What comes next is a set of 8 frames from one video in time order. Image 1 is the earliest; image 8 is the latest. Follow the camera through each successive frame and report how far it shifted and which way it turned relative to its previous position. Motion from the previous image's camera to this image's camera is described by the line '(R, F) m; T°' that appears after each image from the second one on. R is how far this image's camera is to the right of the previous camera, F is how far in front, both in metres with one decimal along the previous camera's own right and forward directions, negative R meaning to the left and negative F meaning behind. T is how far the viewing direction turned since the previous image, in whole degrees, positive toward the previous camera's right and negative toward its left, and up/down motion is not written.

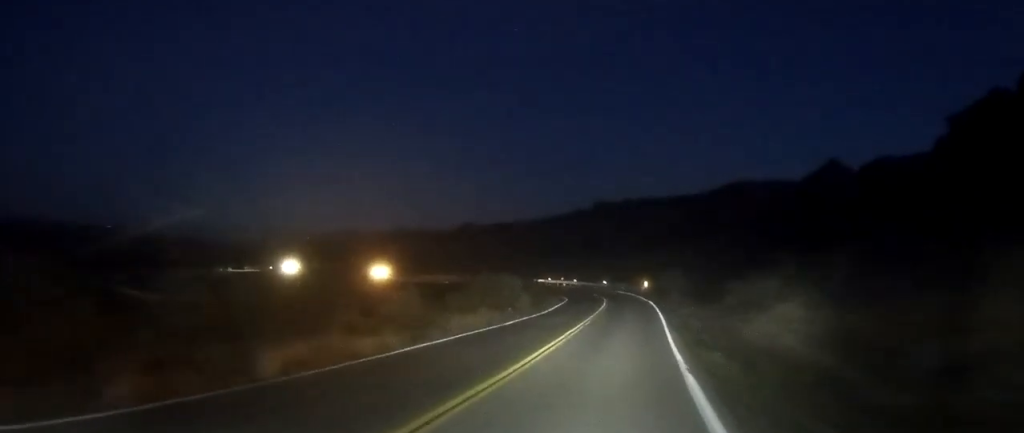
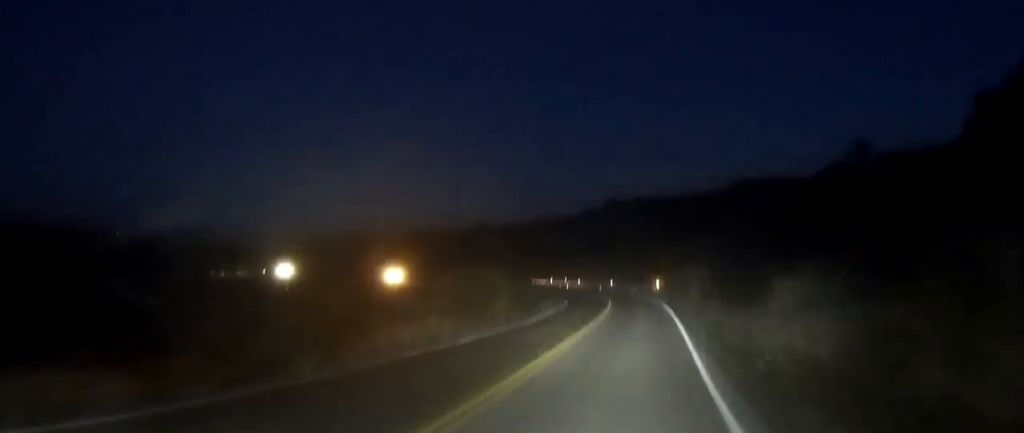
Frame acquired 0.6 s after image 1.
(0.0, +8.8) m; -1°
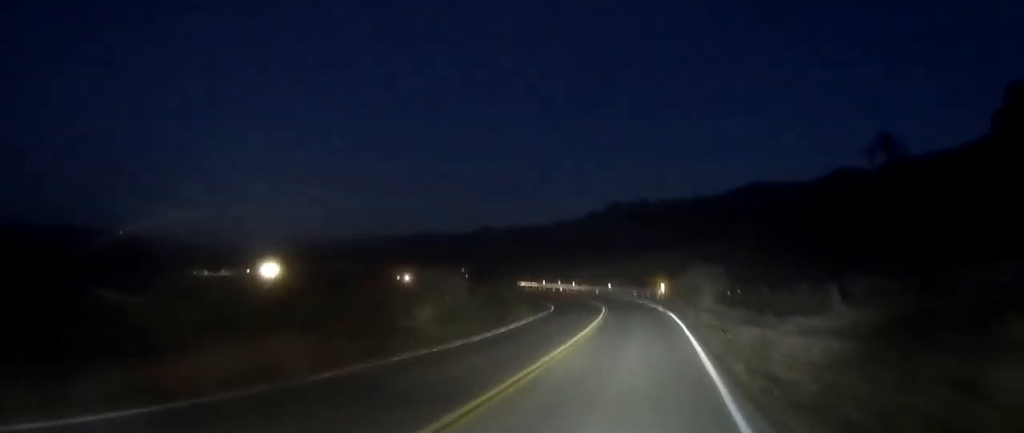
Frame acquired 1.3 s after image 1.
(-0.1, +9.3) m; 0°
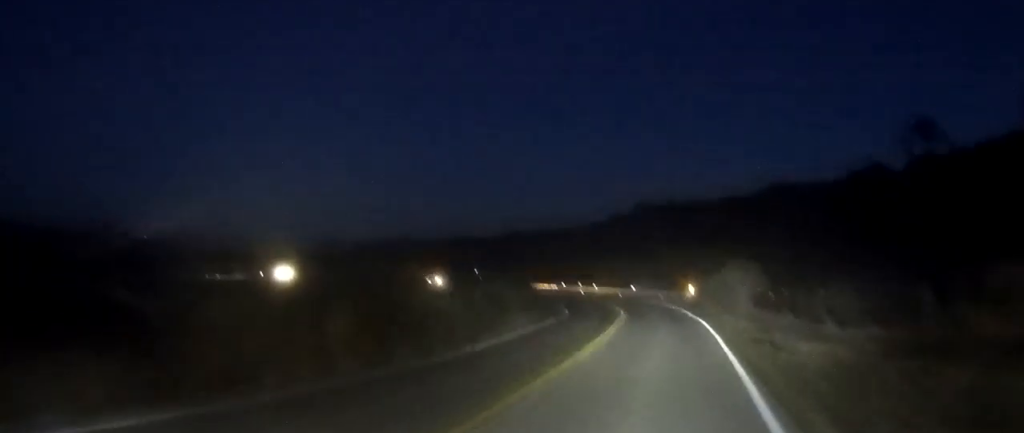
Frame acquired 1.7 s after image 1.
(-0.1, +6.1) m; 0°
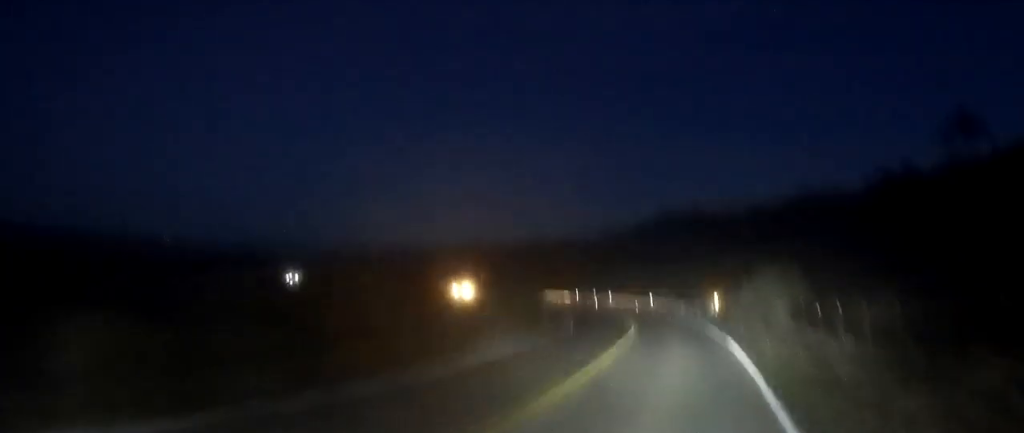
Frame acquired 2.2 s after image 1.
(0.0, +6.2) m; 0°
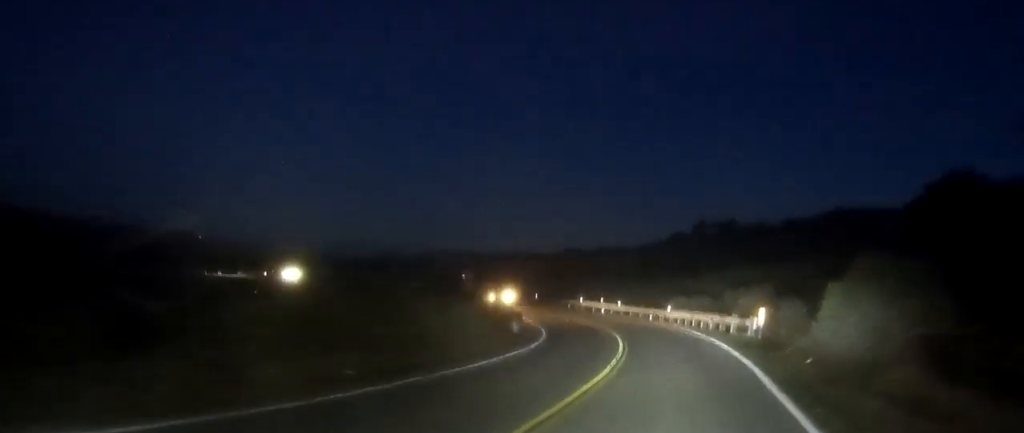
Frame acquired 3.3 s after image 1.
(-0.1, +13.9) m; -2°
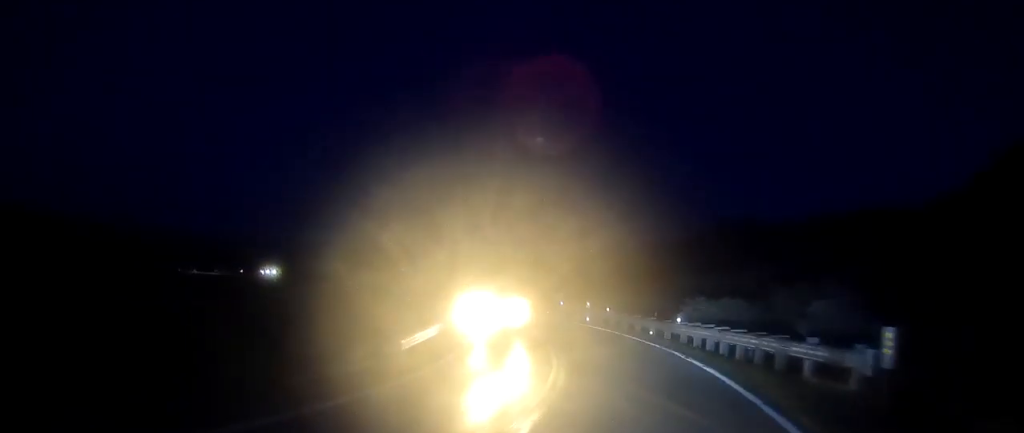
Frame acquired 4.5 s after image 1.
(-0.7, +16.0) m; -7°
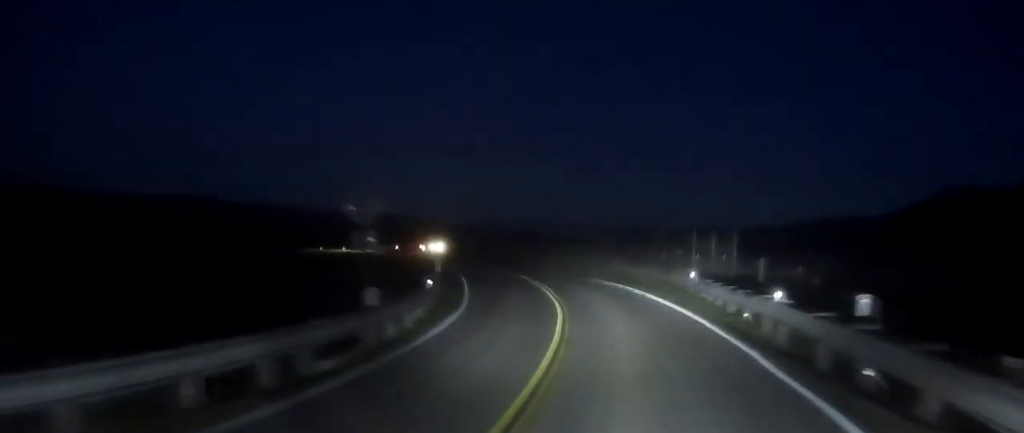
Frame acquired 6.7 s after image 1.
(-4.6, +28.0) m; -19°
